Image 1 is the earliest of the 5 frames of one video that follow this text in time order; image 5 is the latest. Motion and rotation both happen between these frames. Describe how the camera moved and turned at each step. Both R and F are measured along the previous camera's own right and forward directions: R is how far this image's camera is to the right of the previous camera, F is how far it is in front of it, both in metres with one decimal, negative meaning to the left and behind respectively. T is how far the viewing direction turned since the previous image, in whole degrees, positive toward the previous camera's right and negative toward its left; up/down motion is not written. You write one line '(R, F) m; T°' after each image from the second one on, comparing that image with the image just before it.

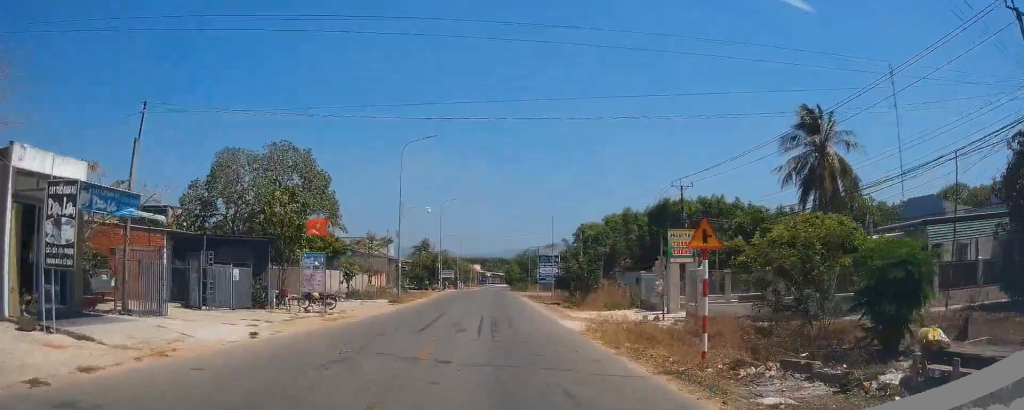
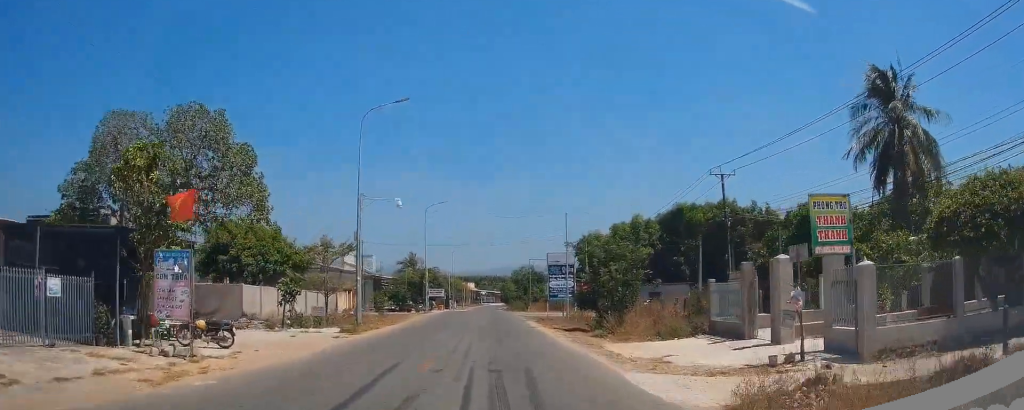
(+0.1, +11.6) m; +1°
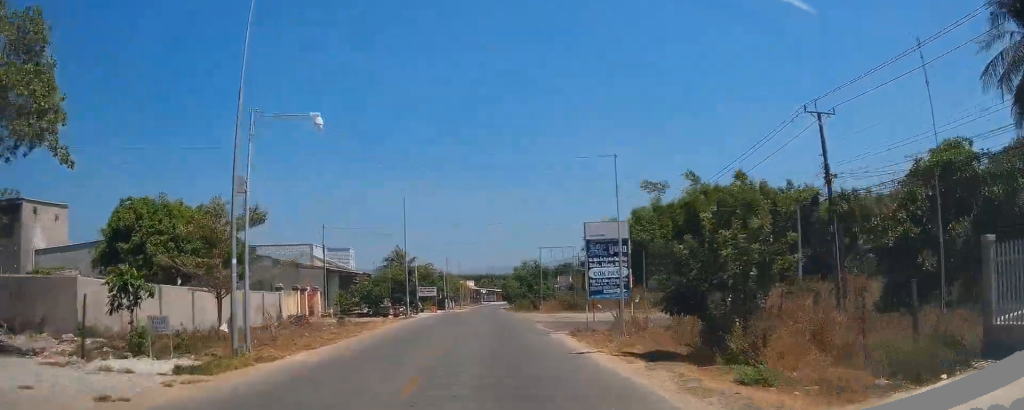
(+0.3, +14.8) m; +2°
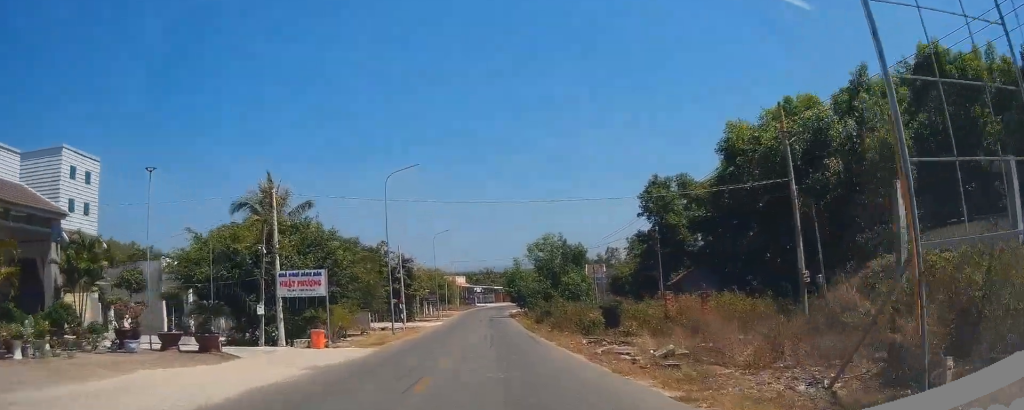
(-0.1, +52.2) m; +1°
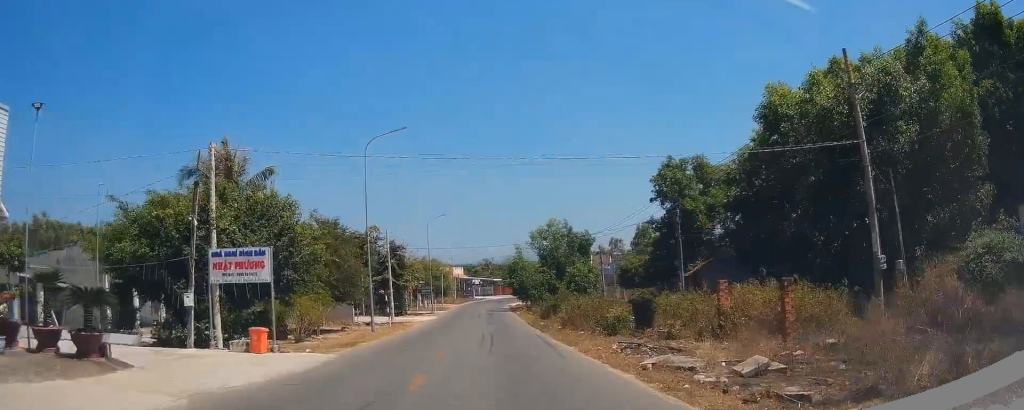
(+0.2, +6.6) m; -1°
